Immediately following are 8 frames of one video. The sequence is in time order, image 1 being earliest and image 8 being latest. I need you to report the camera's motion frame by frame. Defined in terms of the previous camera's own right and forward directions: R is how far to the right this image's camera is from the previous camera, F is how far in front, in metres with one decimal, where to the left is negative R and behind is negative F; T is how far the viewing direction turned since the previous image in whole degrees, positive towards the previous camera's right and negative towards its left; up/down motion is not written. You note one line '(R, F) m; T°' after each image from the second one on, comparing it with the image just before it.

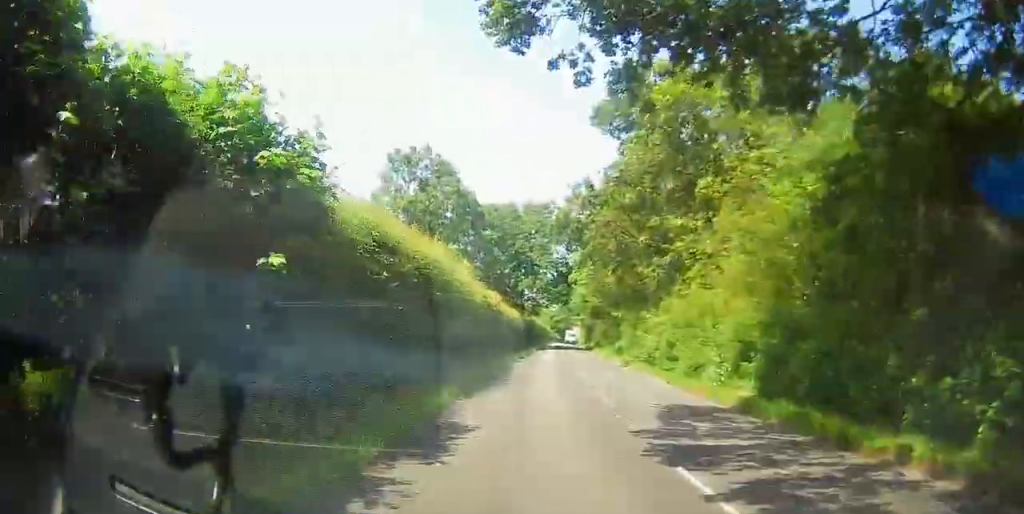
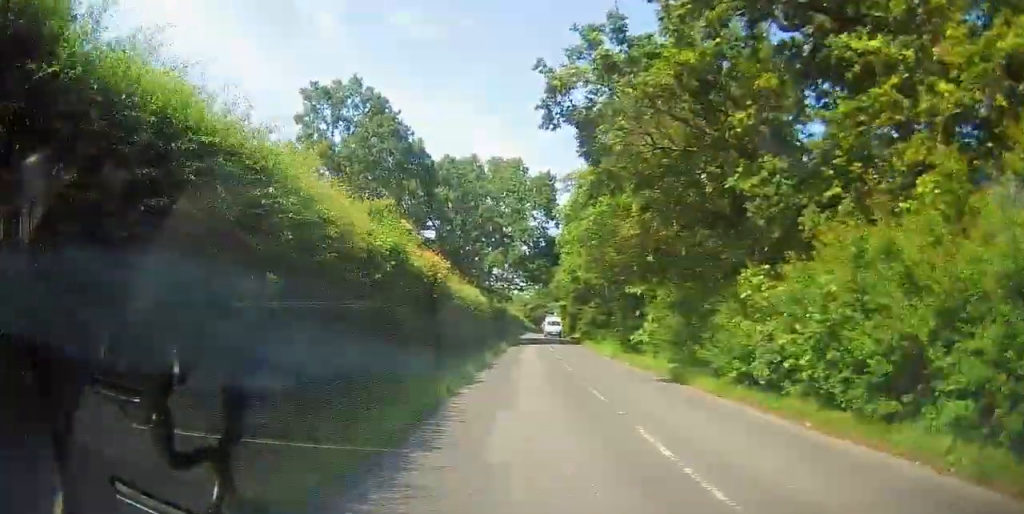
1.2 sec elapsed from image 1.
(0.0, +15.2) m; +2°
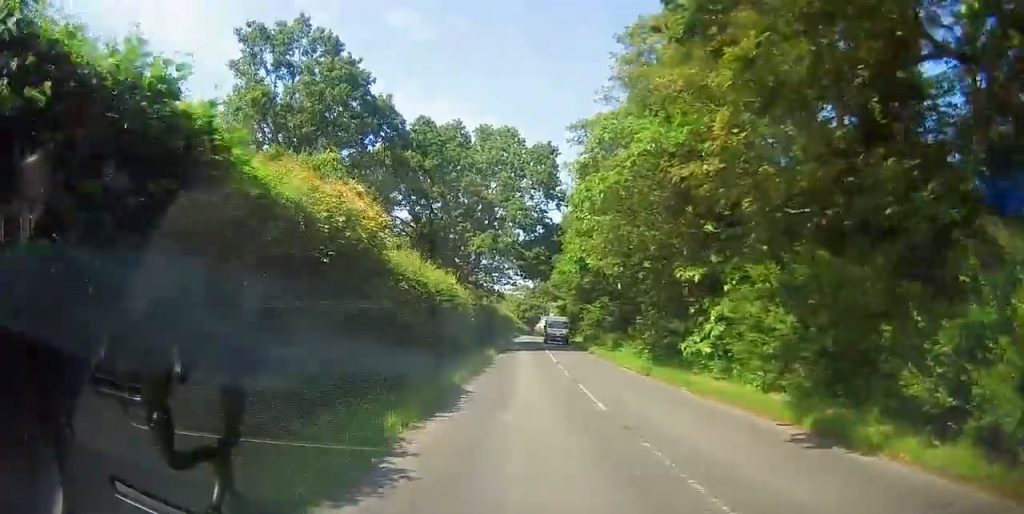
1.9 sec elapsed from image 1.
(+0.2, +9.2) m; +2°
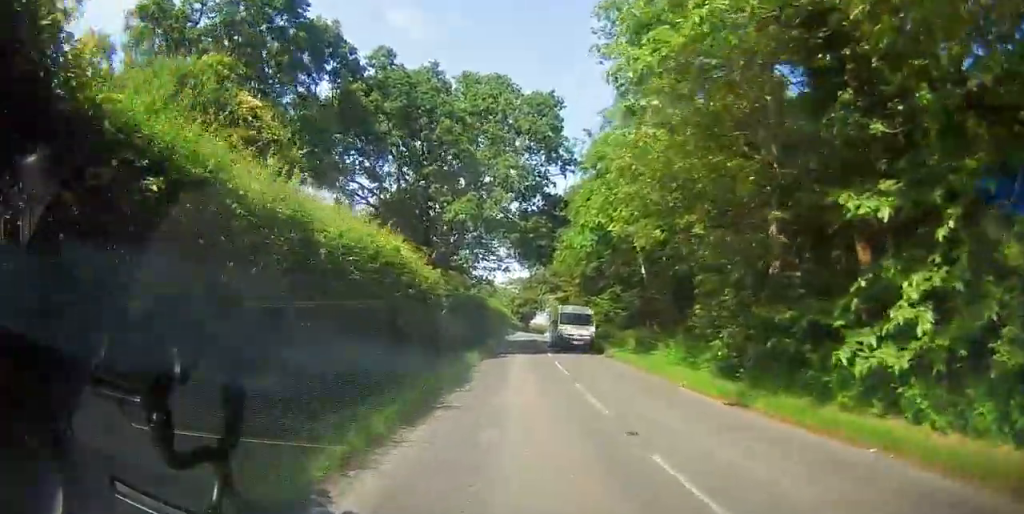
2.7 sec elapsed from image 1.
(+0.2, +9.5) m; +1°
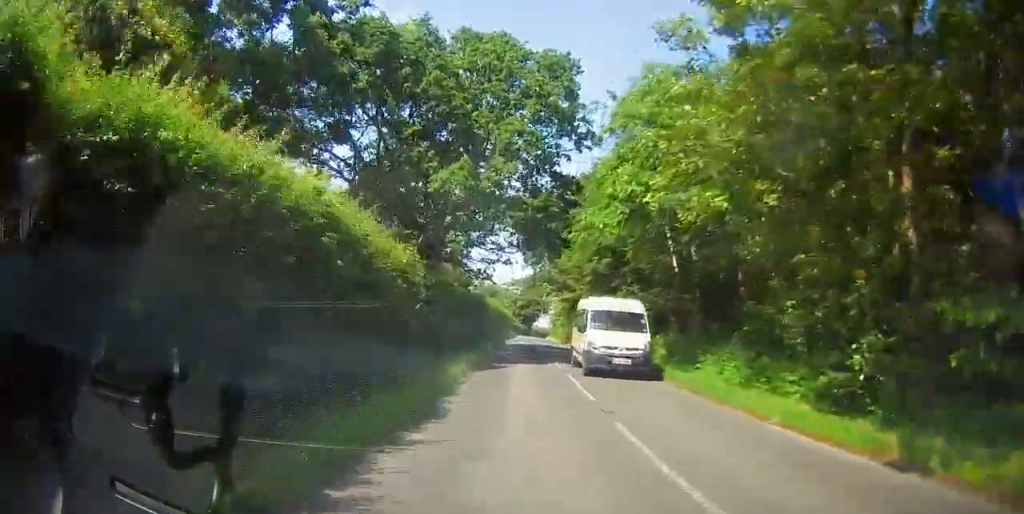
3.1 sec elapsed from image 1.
(0.0, +5.5) m; 0°
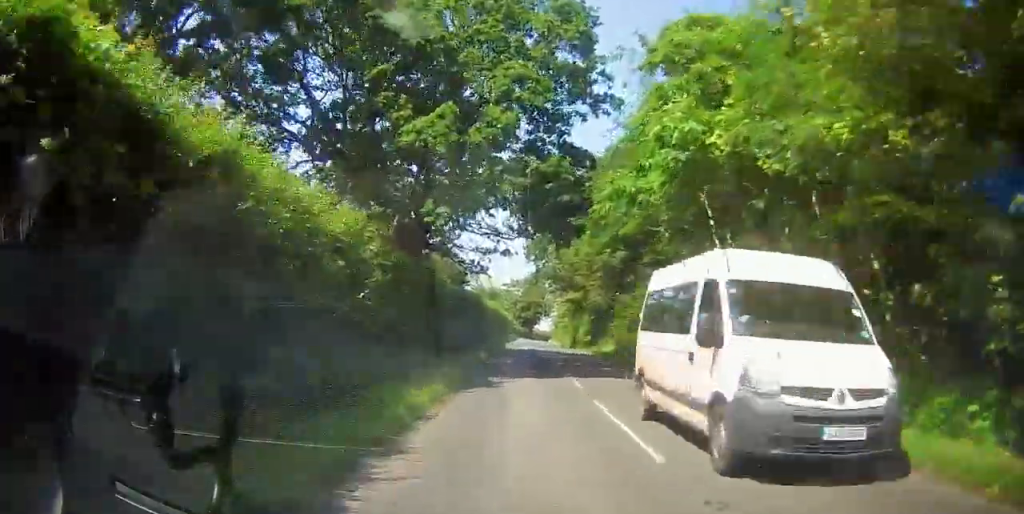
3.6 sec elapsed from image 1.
(0.0, +5.7) m; 0°
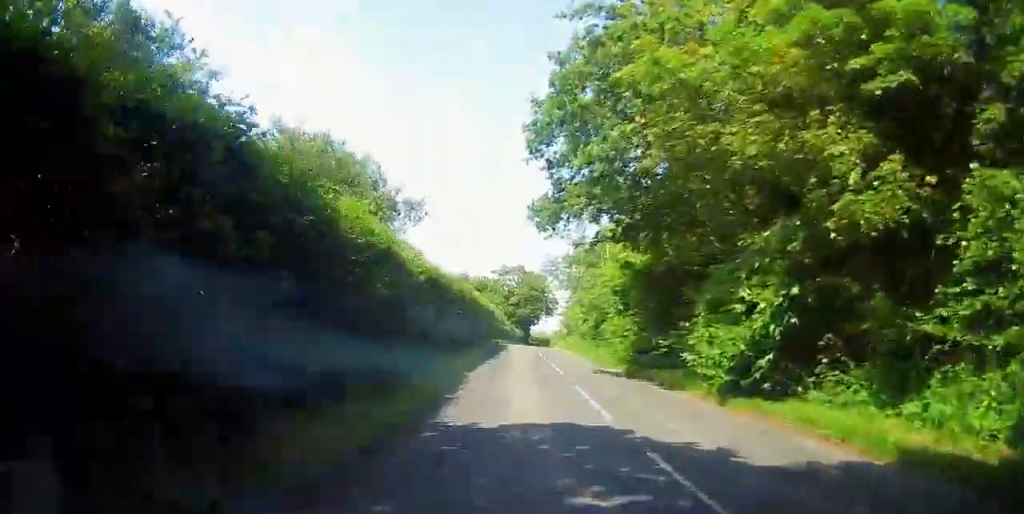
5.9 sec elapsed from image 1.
(+0.3, +33.3) m; +1°
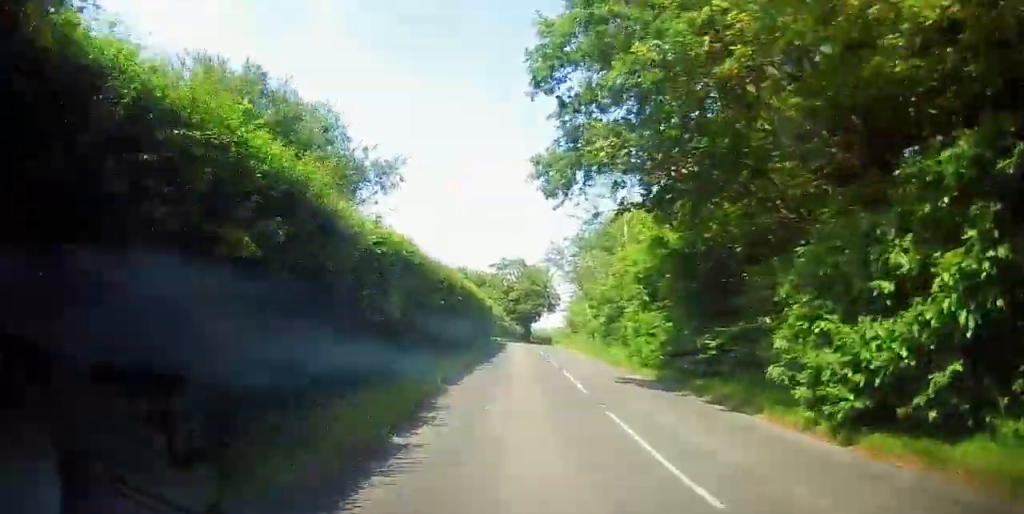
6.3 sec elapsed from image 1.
(-0.1, +6.0) m; 0°
